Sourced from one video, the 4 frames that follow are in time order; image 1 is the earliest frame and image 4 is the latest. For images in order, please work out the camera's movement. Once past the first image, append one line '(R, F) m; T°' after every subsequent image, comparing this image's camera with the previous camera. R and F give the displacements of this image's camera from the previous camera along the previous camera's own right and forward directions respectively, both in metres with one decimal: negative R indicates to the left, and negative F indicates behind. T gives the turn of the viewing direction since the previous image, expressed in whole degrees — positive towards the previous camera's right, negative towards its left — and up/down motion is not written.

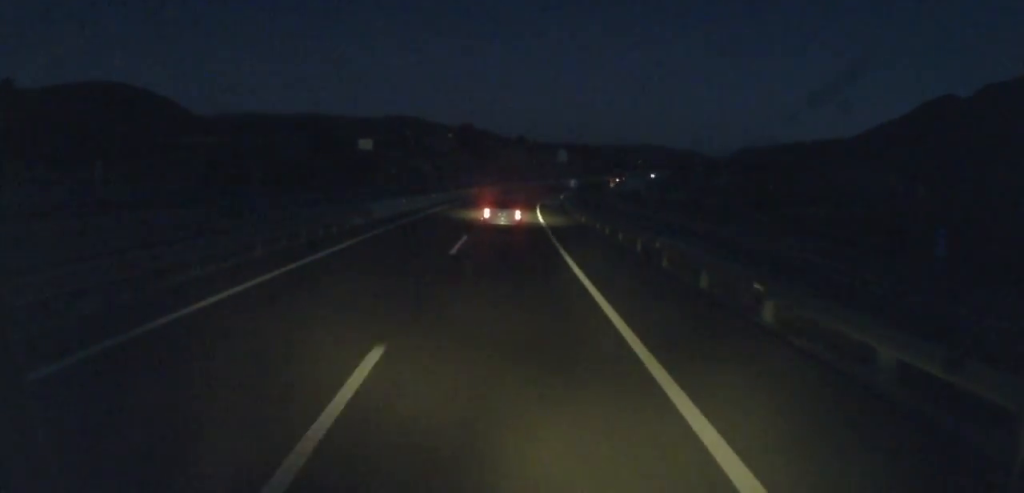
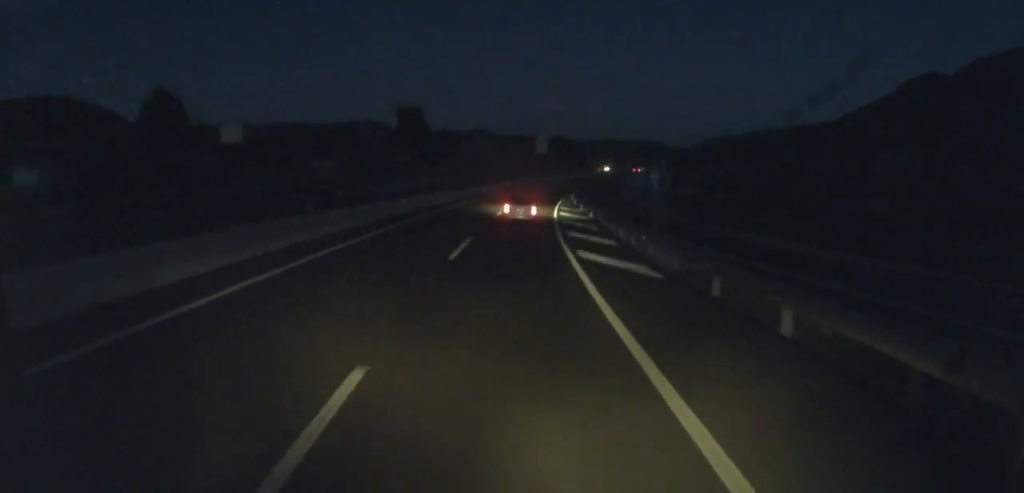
(-0.1, +55.4) m; +2°
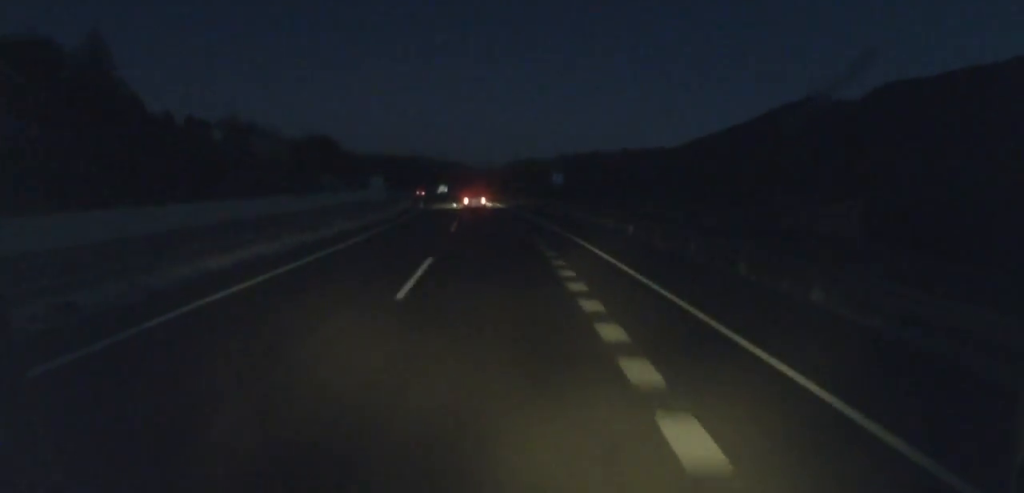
(+30.2, +222.7) m; +12°
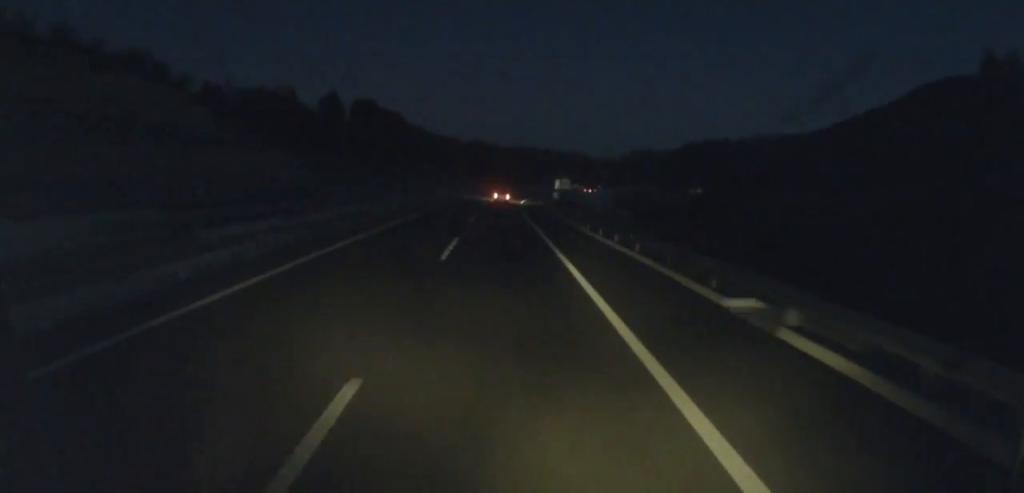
(-6.0, +126.3) m; -4°
